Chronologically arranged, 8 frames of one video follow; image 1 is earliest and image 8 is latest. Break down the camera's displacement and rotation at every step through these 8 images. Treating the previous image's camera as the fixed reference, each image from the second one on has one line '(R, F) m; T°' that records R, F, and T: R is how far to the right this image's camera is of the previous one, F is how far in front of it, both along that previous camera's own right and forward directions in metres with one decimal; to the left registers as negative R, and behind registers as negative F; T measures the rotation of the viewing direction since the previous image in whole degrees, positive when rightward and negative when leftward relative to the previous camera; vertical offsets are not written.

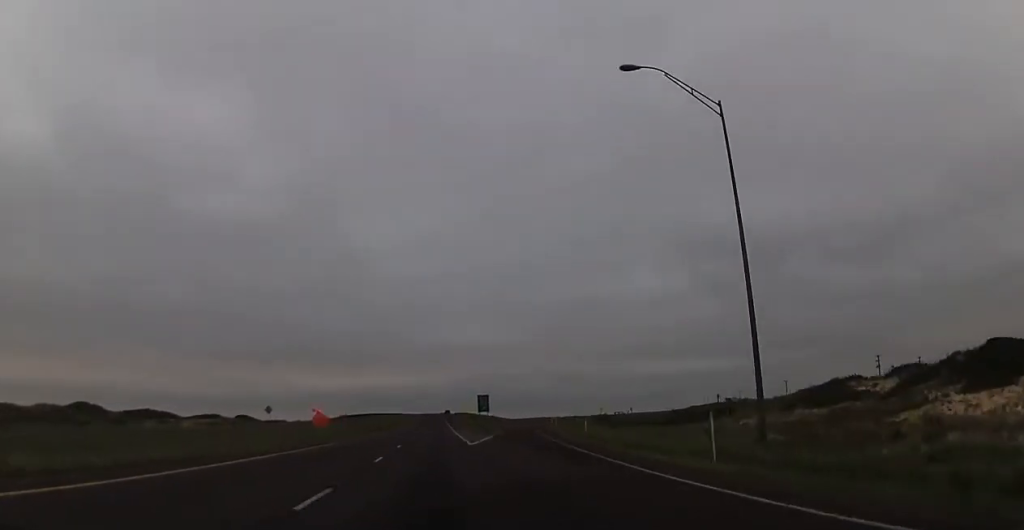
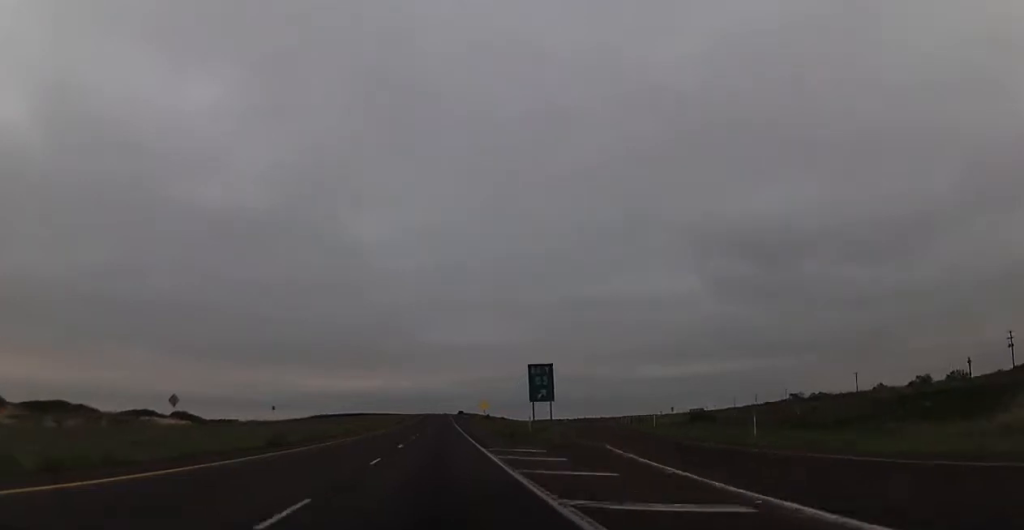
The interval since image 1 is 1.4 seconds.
(+0.8, +50.5) m; +1°
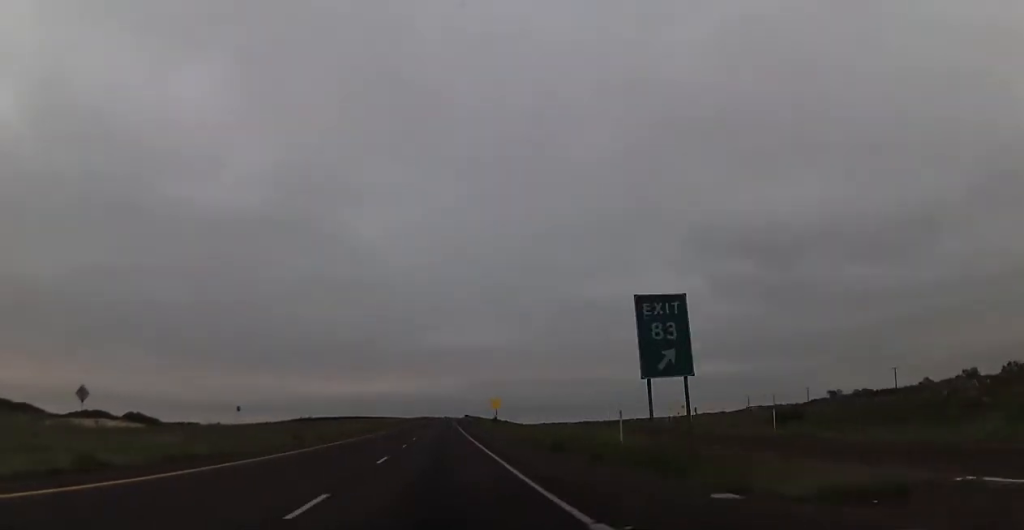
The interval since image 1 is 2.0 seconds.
(-0.4, +23.3) m; 0°
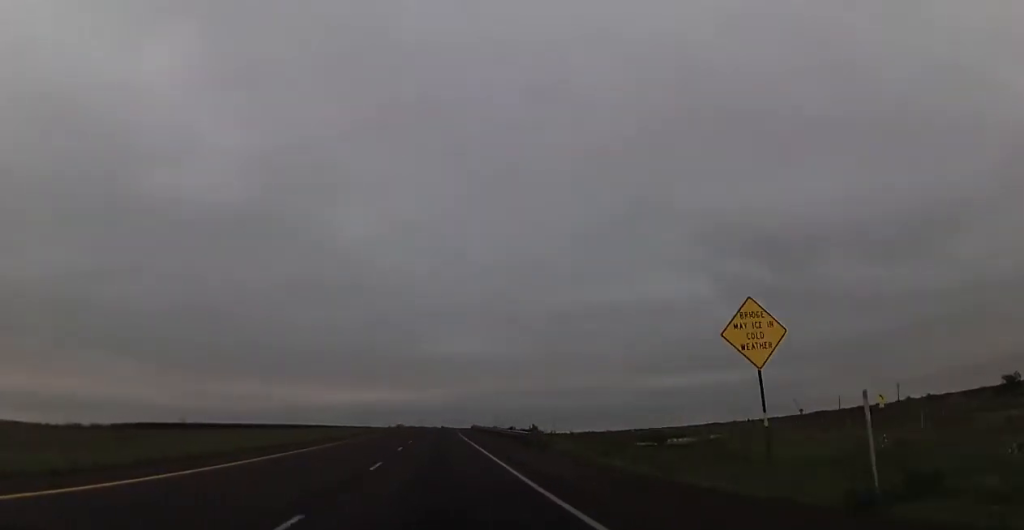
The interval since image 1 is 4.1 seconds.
(-0.2, +75.1) m; 0°
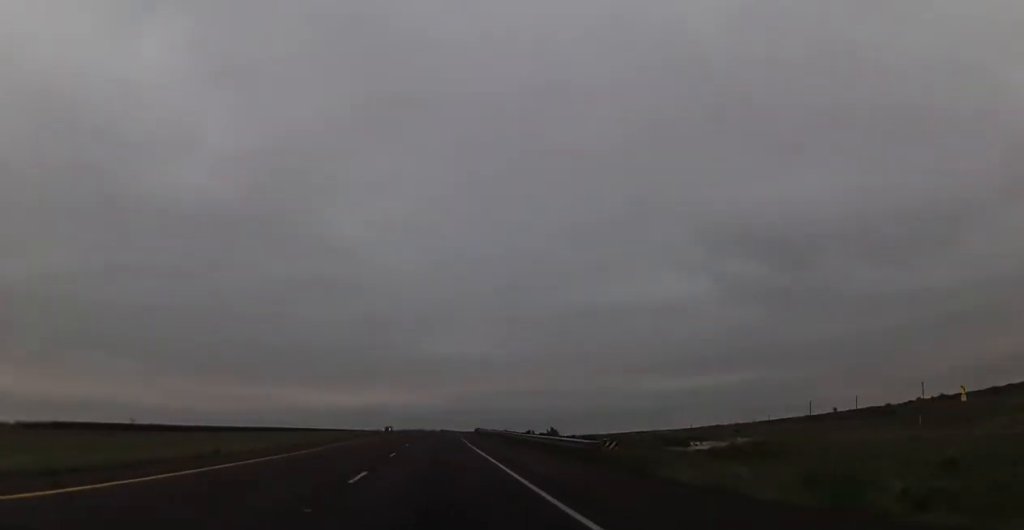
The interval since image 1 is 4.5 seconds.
(0.0, +15.7) m; 0°
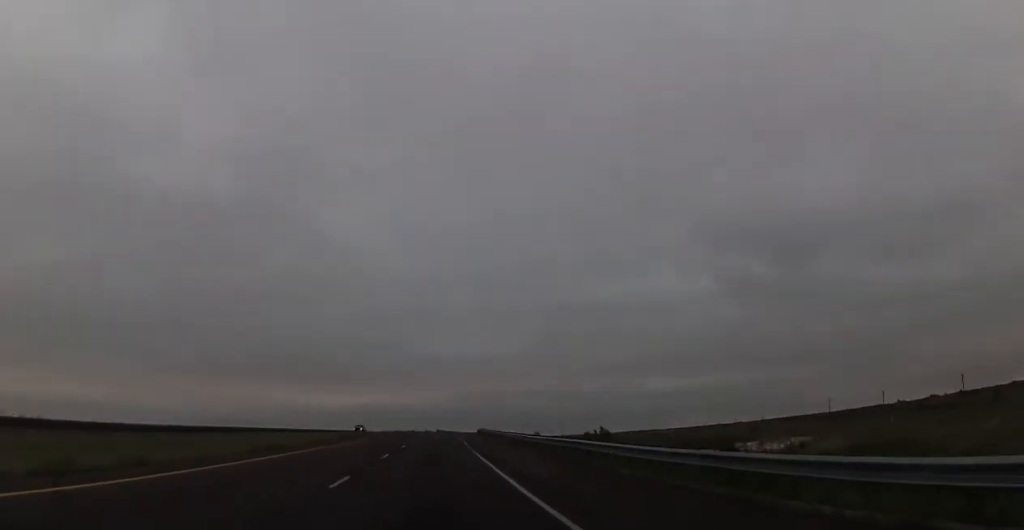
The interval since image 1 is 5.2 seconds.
(+0.2, +25.3) m; 0°
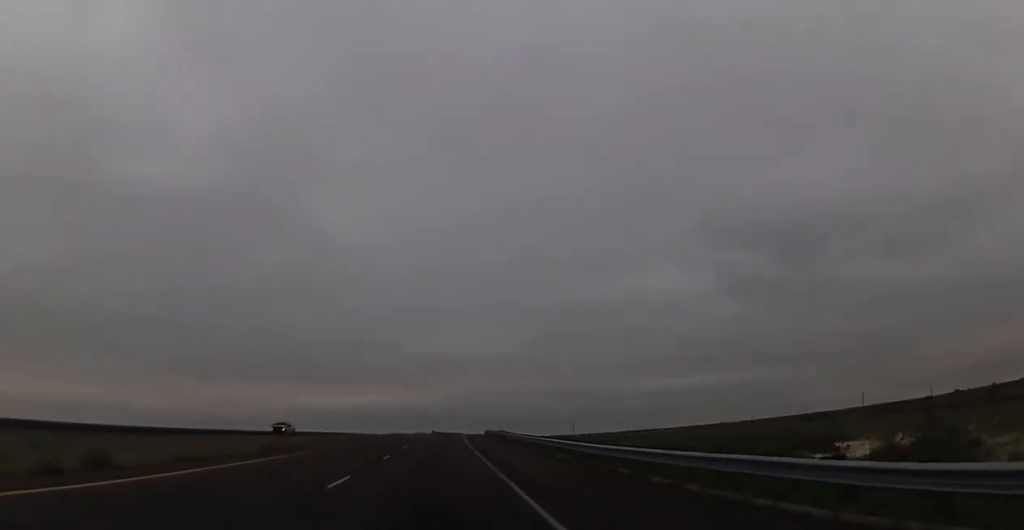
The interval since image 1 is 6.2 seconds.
(0.0, +36.2) m; 0°
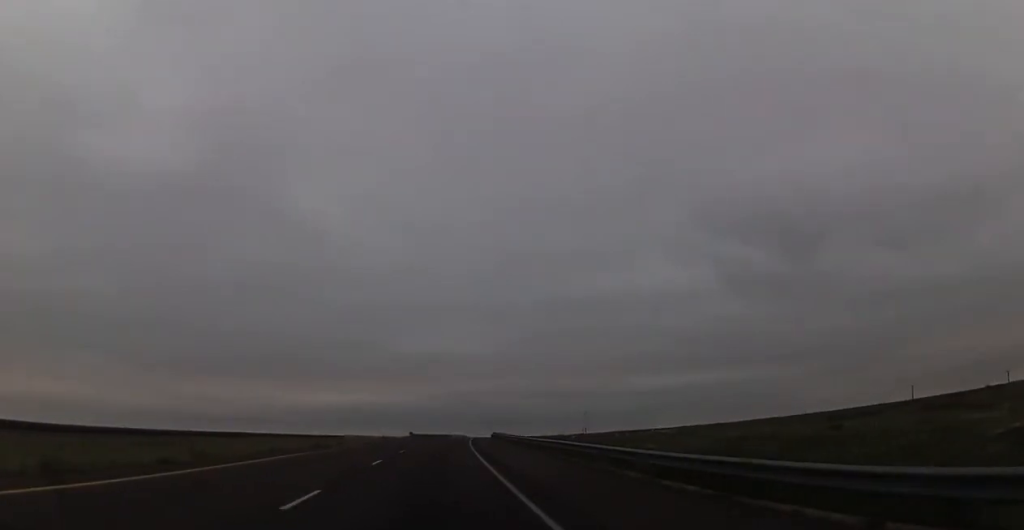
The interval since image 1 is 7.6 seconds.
(+0.2, +51.8) m; +1°
